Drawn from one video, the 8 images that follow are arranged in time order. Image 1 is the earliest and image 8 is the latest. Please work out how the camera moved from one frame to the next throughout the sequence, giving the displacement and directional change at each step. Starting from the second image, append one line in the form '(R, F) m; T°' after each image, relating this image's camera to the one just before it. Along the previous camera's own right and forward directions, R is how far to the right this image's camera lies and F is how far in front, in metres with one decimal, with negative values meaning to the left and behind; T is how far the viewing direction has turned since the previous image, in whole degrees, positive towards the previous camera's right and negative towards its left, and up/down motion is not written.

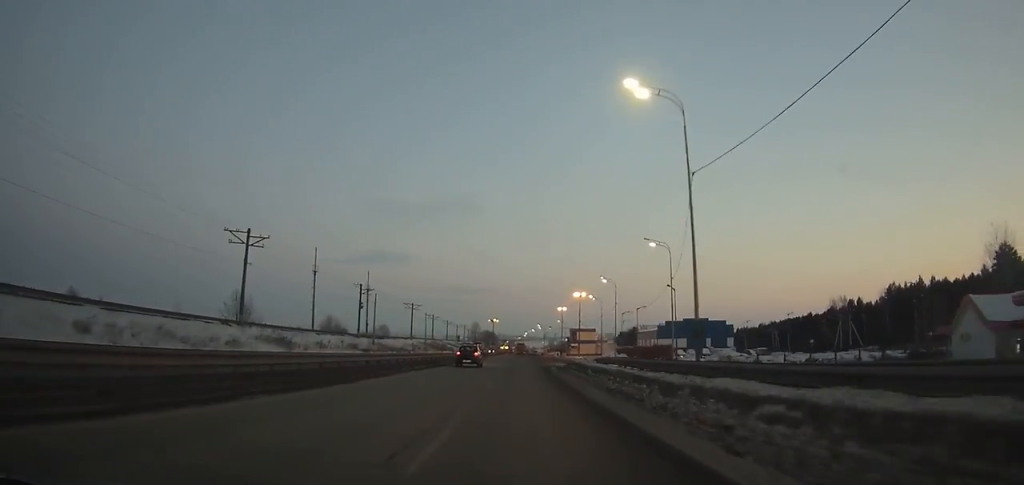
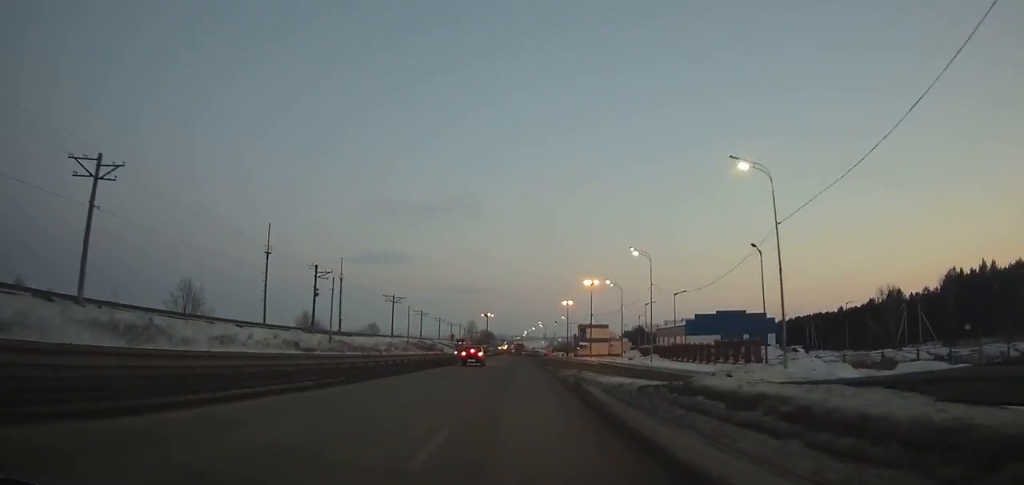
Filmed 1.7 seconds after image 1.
(0.0, +22.6) m; 0°
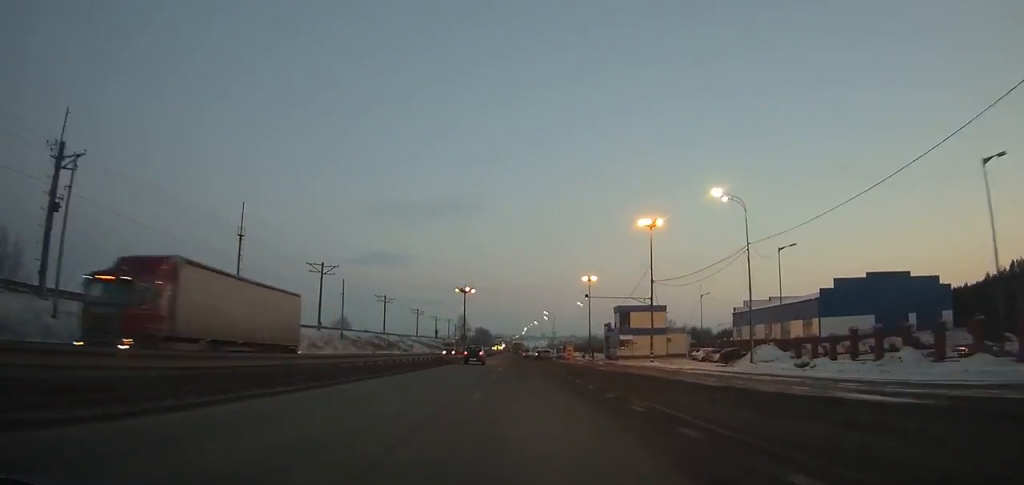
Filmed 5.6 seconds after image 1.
(+0.2, +49.6) m; 0°
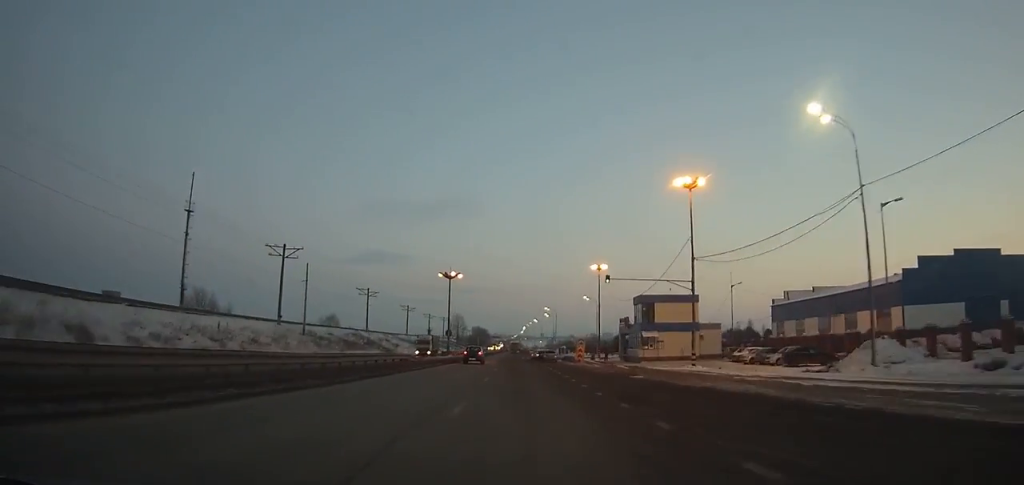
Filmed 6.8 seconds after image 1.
(+0.1, +14.9) m; 0°
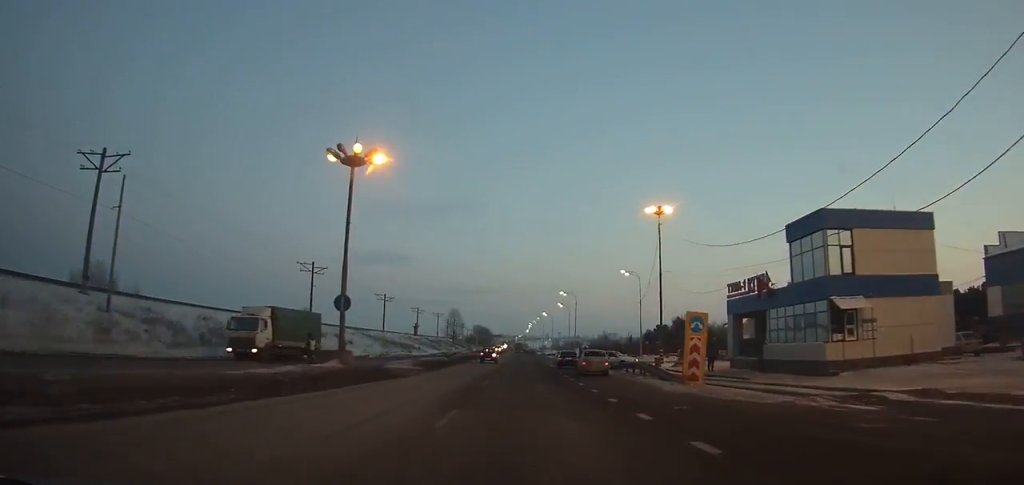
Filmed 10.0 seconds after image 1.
(-0.2, +39.7) m; 0°
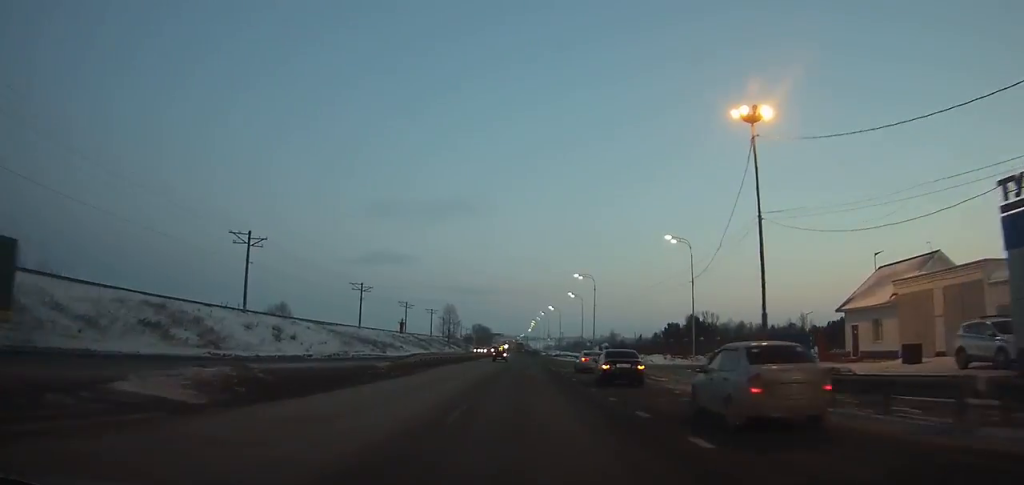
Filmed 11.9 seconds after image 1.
(0.0, +24.6) m; 0°
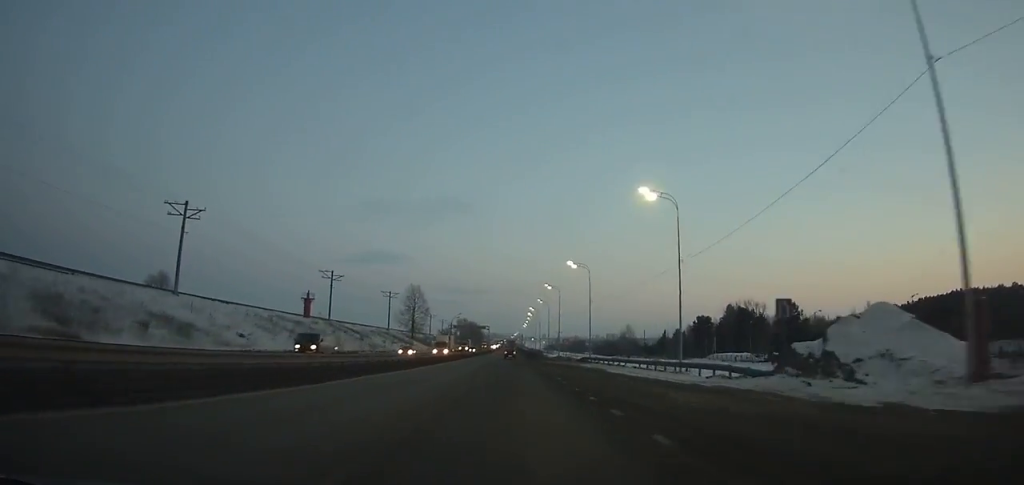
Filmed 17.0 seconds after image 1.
(+0.1, +72.1) m; 0°
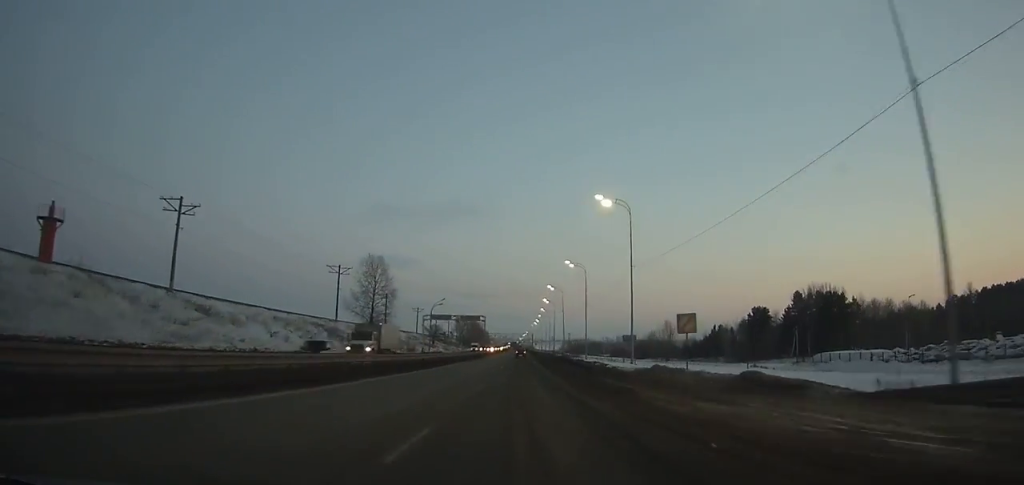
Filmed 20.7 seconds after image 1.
(-0.1, +58.8) m; 0°
